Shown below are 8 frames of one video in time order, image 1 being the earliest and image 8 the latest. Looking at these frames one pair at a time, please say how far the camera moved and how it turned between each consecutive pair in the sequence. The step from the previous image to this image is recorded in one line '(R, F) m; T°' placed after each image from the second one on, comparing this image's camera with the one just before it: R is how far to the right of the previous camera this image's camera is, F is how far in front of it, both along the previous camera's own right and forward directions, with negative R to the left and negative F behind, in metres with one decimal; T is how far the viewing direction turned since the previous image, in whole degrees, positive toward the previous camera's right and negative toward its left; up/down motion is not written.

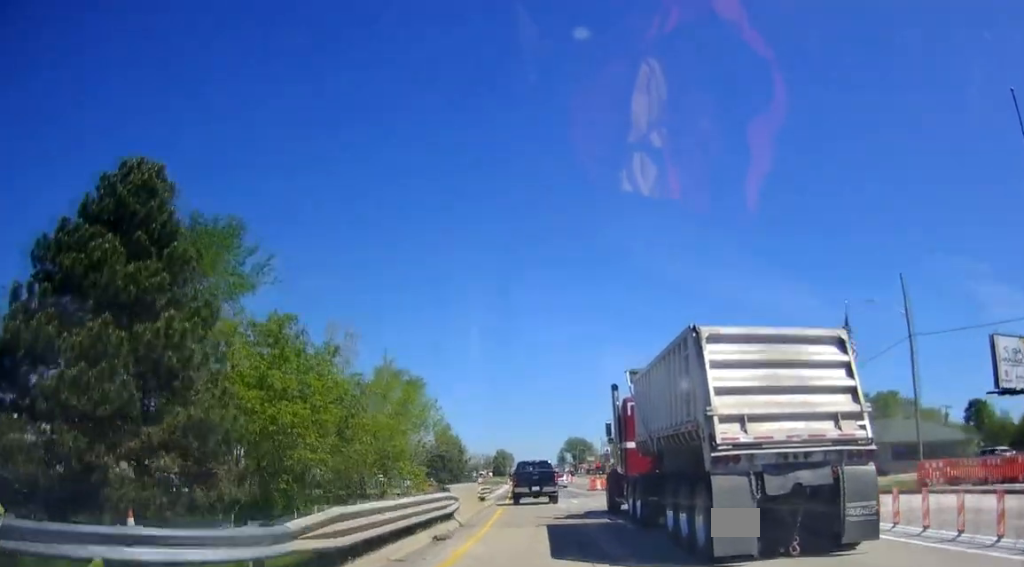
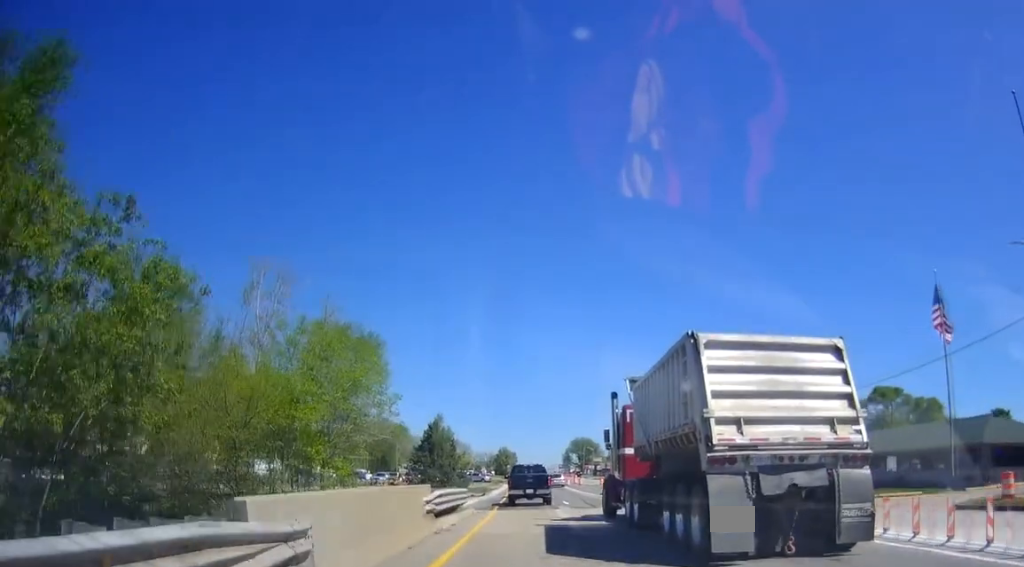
(+0.4, +12.3) m; +2°
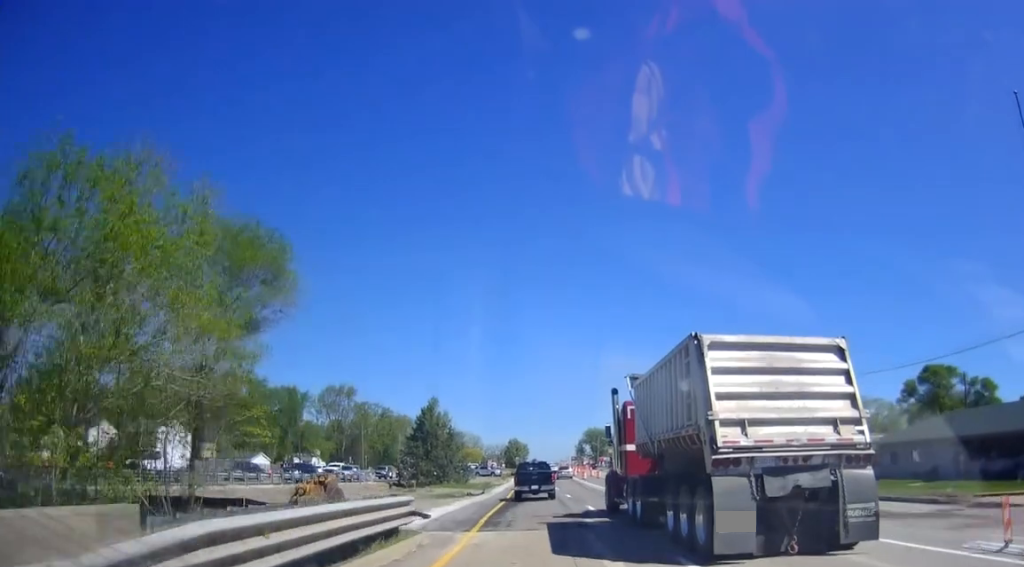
(+0.2, +11.9) m; 0°
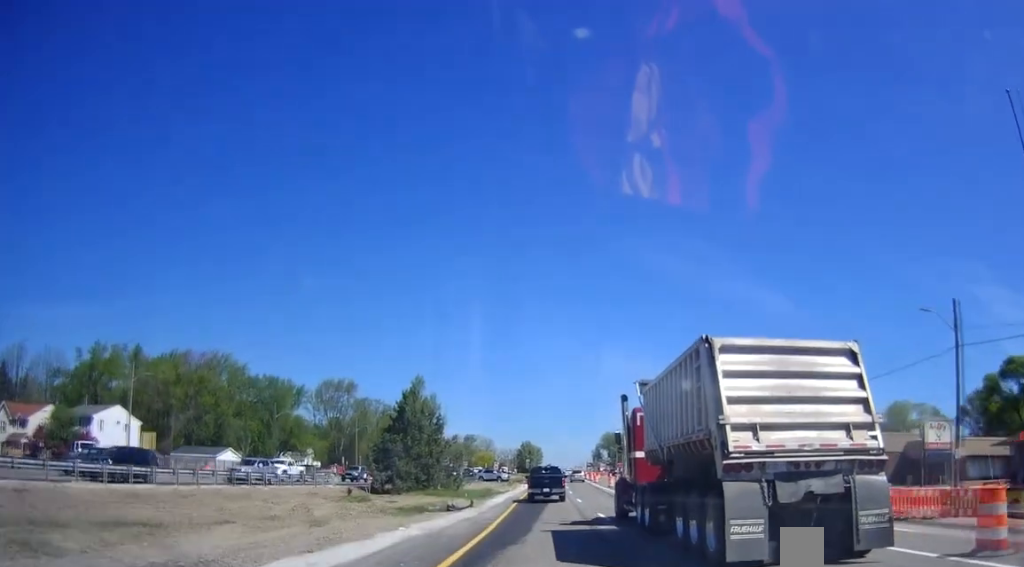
(-0.3, +16.0) m; -1°
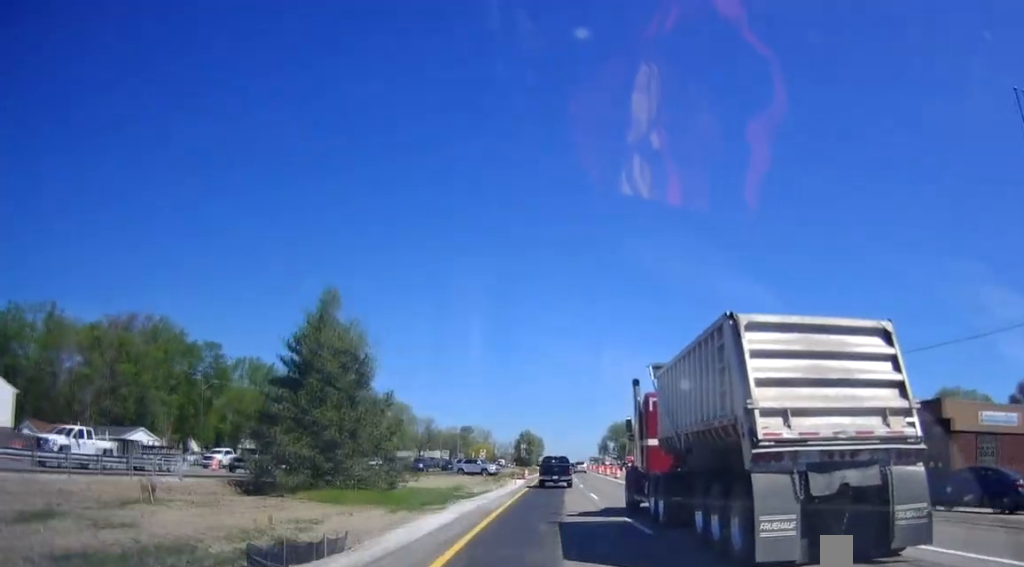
(+0.1, +23.0) m; -1°
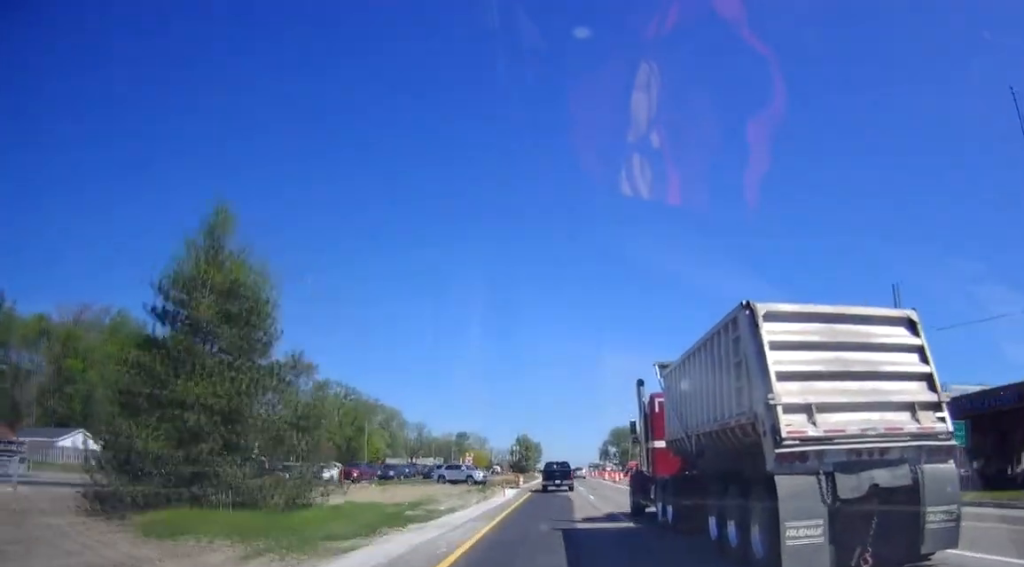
(-0.5, +11.3) m; 0°
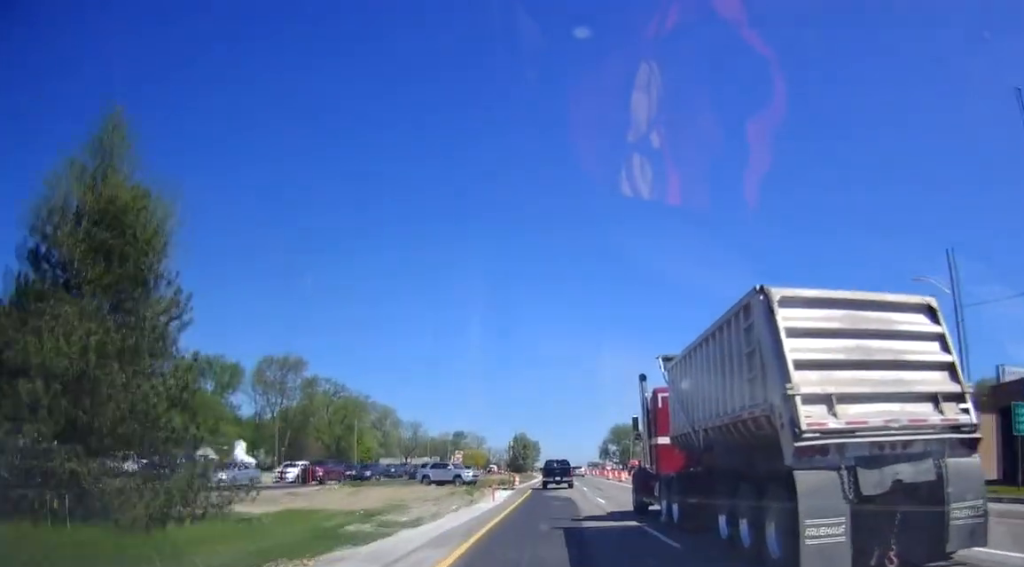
(+0.1, +6.6) m; 0°
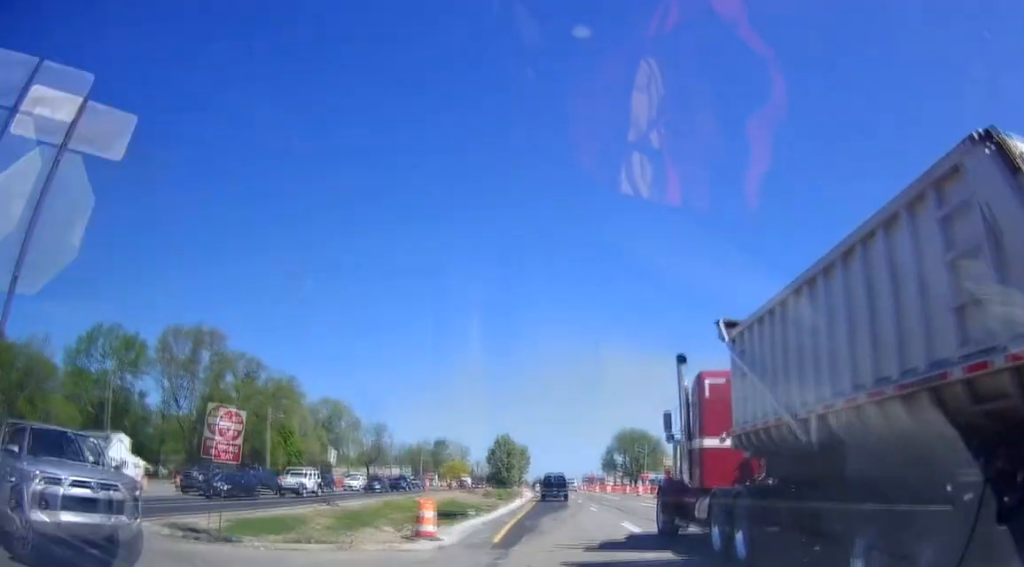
(+0.3, +39.8) m; +1°
